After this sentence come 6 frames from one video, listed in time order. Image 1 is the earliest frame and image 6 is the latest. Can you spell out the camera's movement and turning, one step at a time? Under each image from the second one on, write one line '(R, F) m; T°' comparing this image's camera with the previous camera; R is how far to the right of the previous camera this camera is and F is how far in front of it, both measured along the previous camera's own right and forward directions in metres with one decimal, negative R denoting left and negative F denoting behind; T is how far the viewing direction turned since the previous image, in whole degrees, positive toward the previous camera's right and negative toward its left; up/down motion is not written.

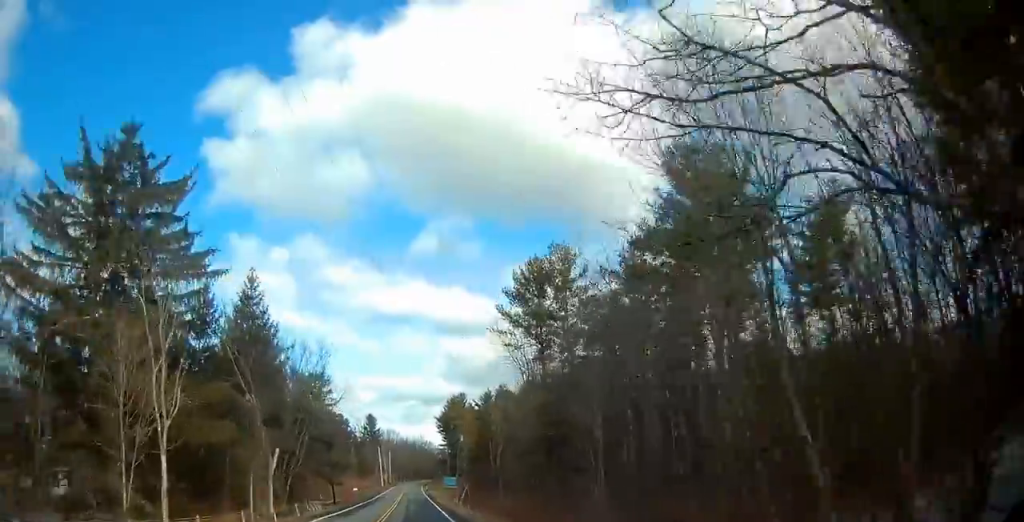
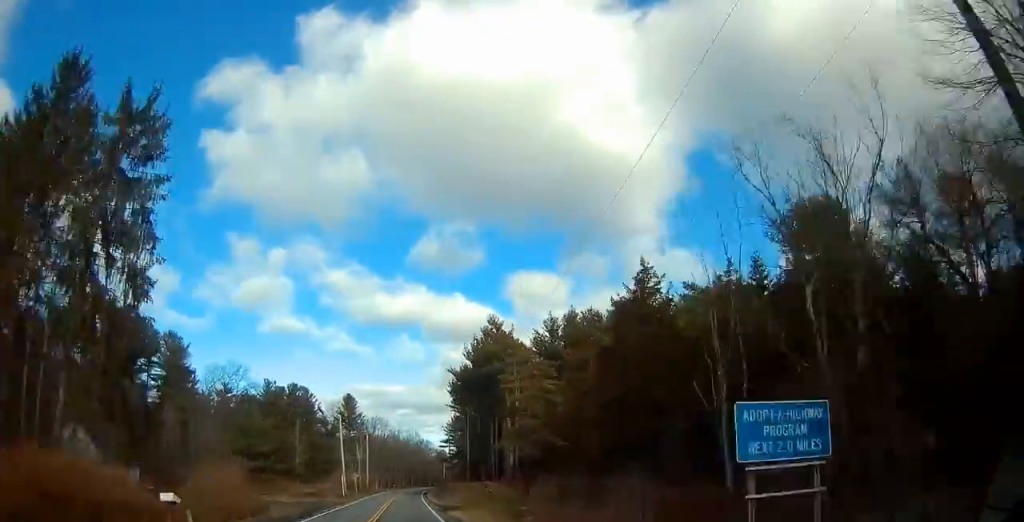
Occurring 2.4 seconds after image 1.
(+0.1, +64.9) m; +1°
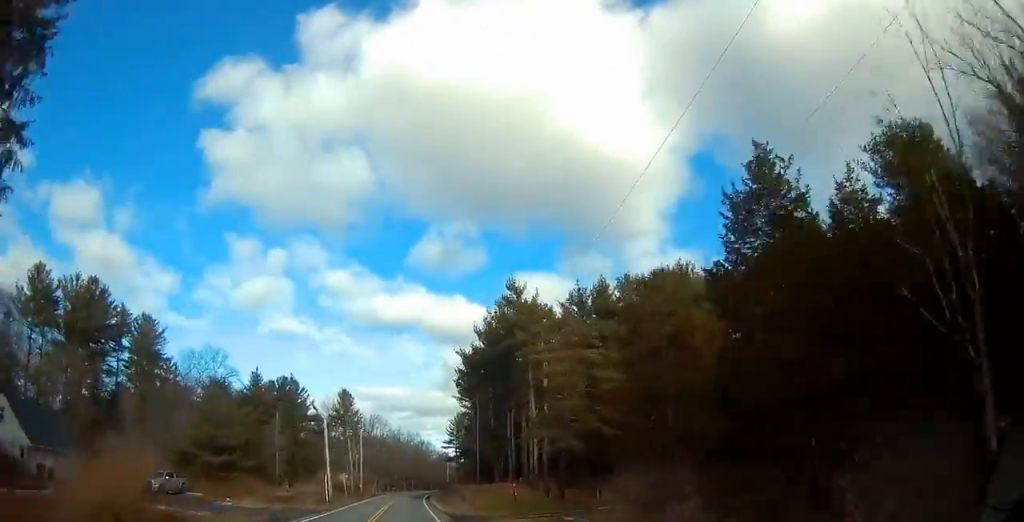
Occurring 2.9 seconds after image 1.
(-0.1, +12.5) m; 0°
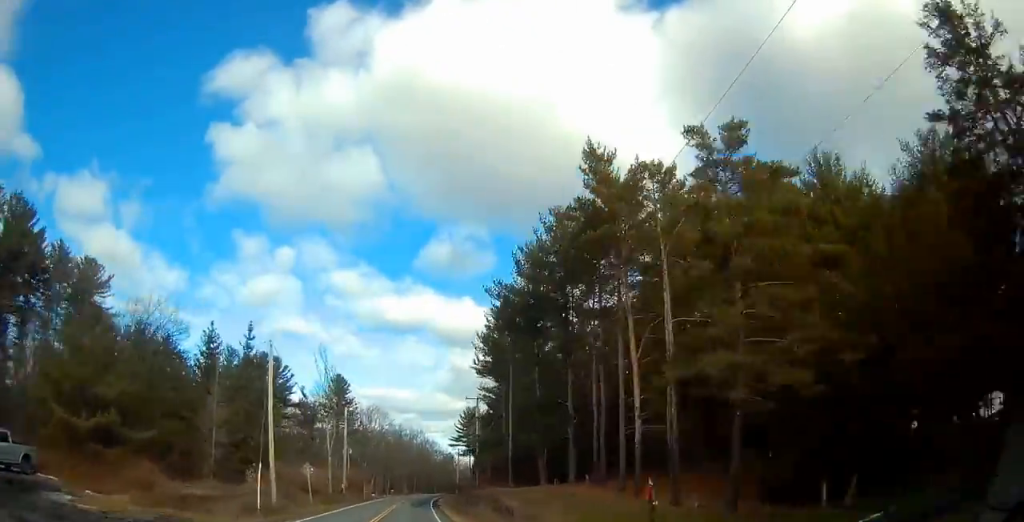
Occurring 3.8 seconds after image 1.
(+0.1, +23.1) m; 0°
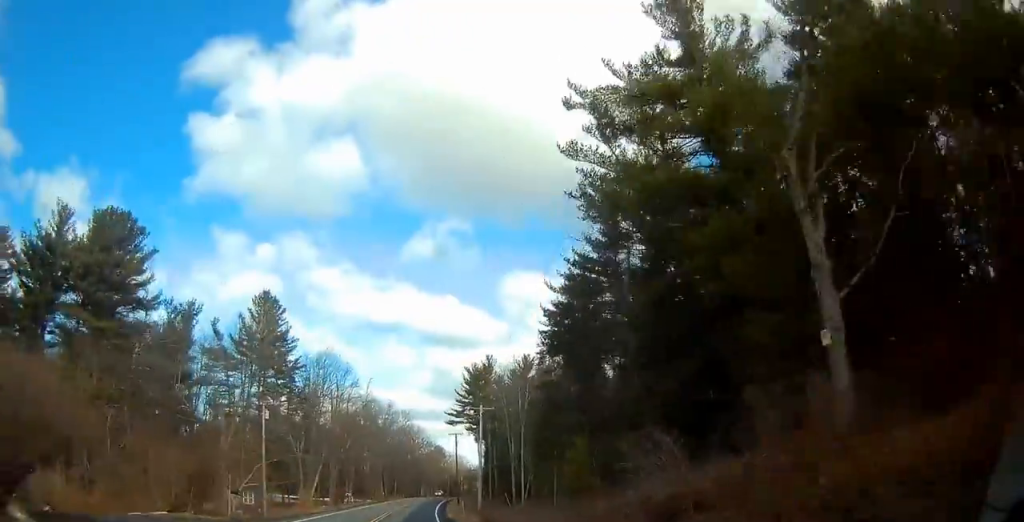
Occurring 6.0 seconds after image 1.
(+0.2, +59.3) m; +1°
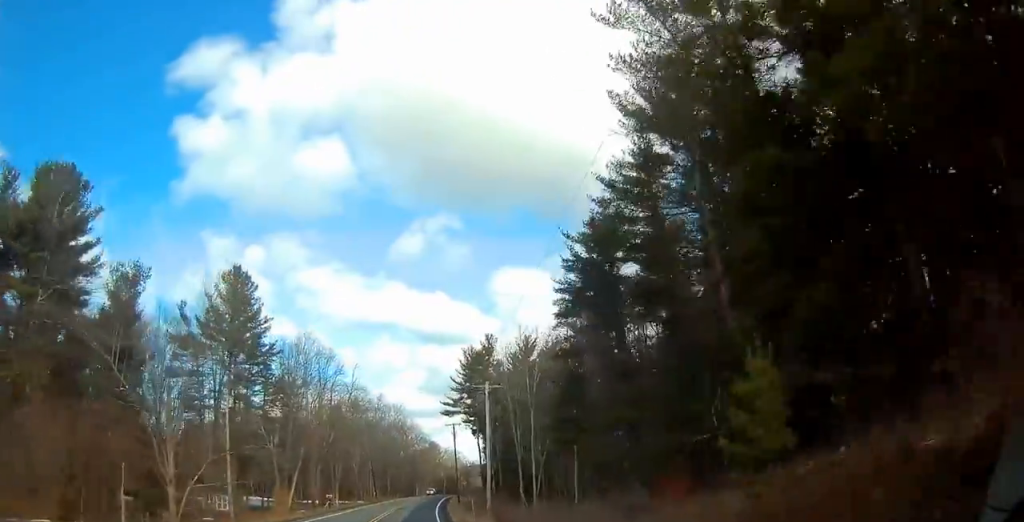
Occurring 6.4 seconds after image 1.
(+0.2, +10.2) m; 0°
